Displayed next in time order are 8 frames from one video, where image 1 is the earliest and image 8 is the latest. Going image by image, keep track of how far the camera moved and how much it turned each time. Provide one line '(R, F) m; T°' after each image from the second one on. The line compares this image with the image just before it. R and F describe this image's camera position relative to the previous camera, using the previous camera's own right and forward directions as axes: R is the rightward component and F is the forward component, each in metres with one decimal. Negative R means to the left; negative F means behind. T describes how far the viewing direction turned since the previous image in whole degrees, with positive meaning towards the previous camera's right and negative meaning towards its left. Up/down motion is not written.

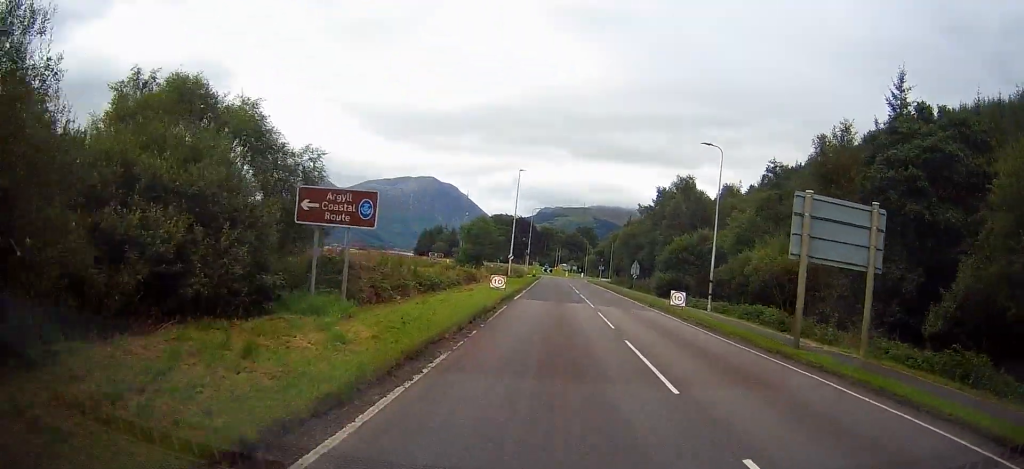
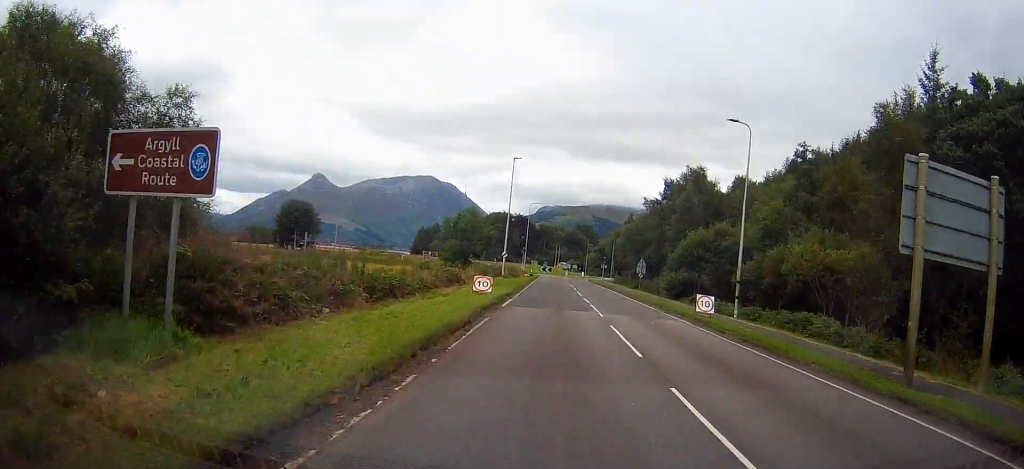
(+0.2, +6.4) m; 0°
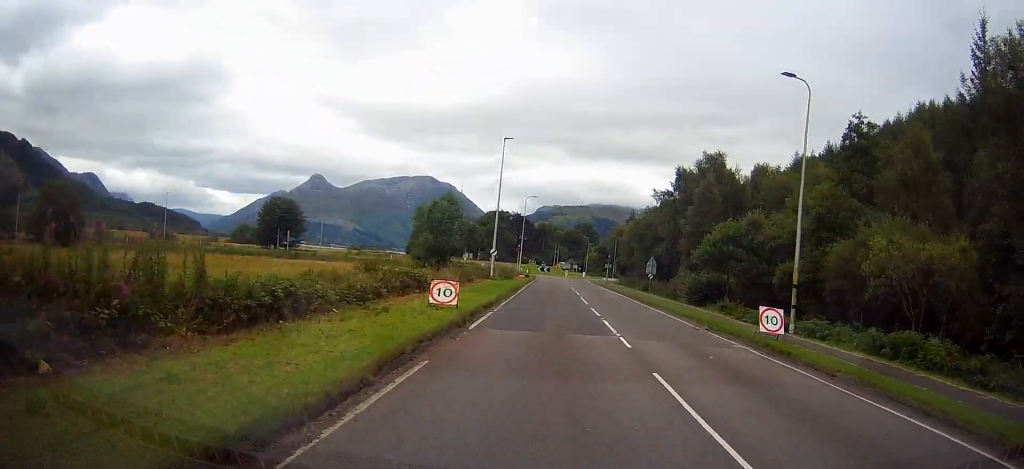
(-0.3, +8.7) m; -1°
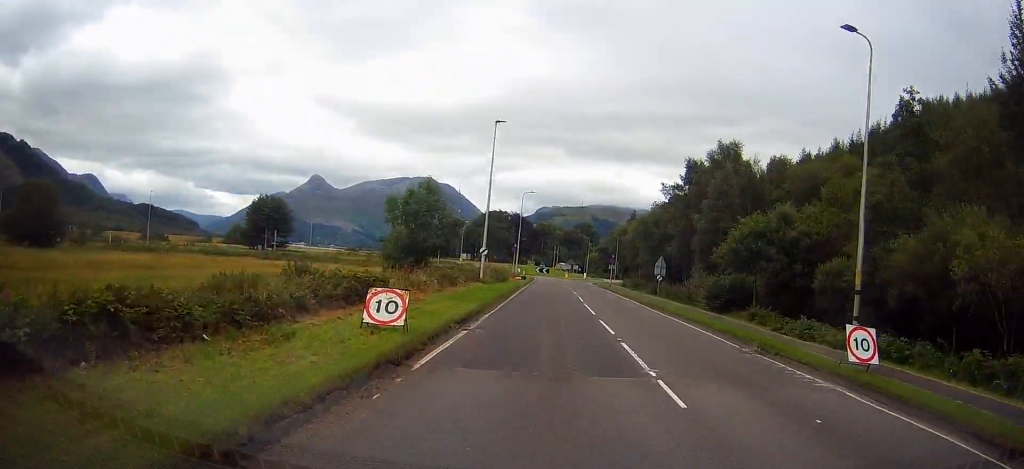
(-0.1, +5.9) m; 0°
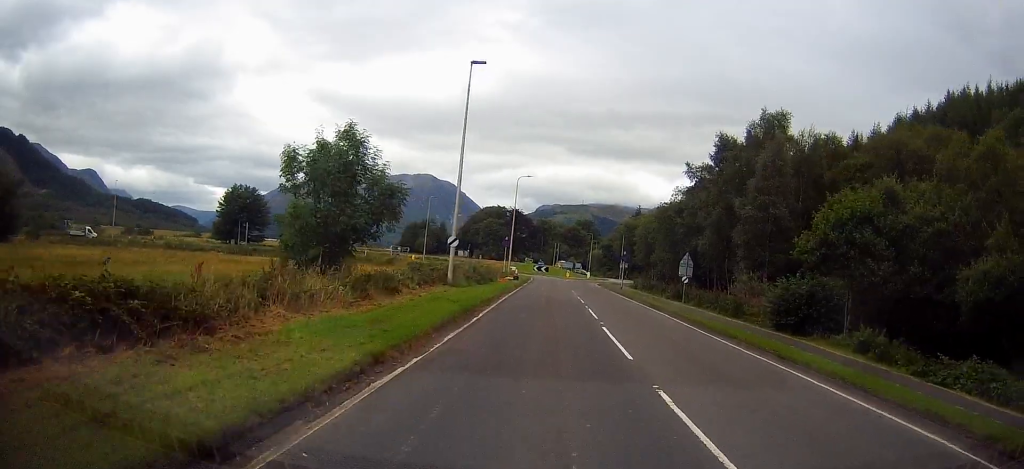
(+0.2, +12.2) m; 0°
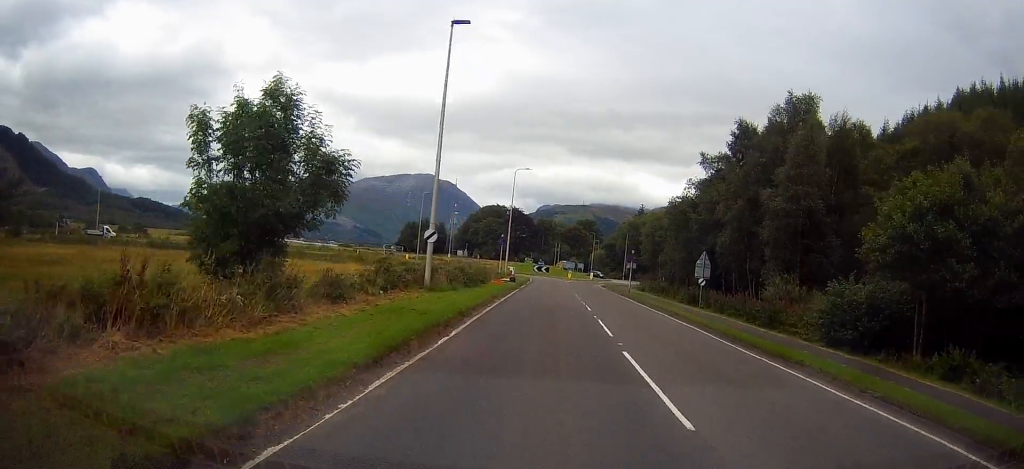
(-0.1, +5.3) m; -1°
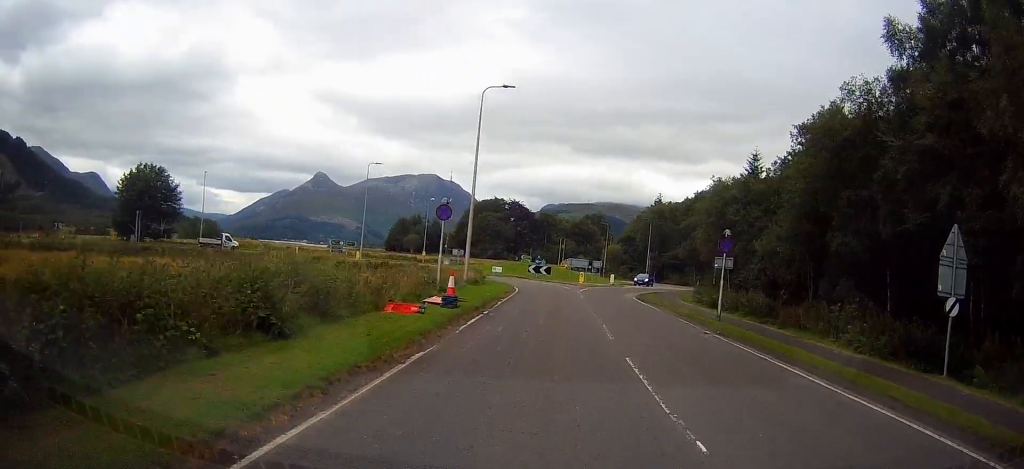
(0.0, +28.7) m; +1°
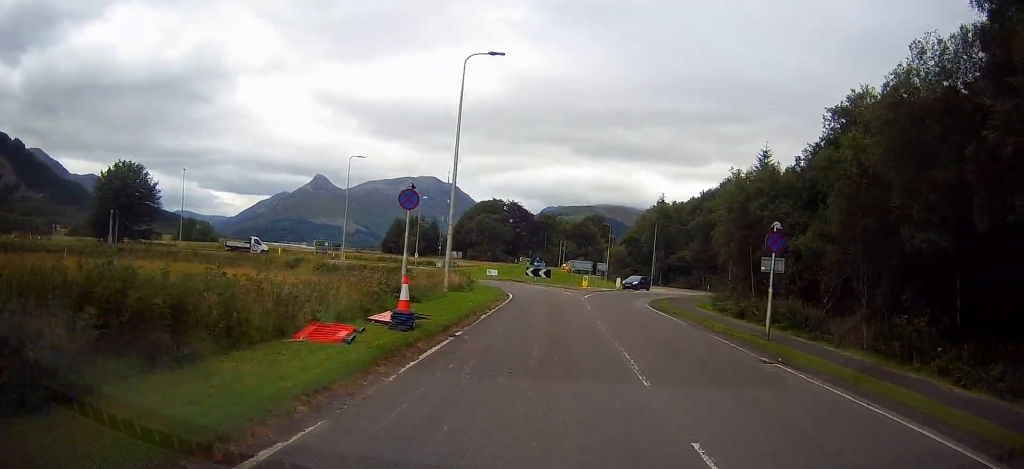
(0.0, +5.7) m; 0°
